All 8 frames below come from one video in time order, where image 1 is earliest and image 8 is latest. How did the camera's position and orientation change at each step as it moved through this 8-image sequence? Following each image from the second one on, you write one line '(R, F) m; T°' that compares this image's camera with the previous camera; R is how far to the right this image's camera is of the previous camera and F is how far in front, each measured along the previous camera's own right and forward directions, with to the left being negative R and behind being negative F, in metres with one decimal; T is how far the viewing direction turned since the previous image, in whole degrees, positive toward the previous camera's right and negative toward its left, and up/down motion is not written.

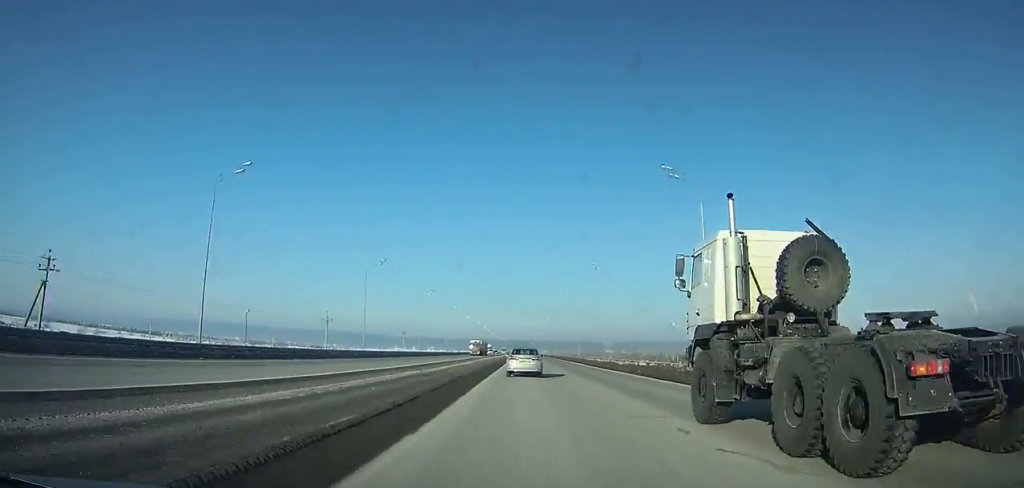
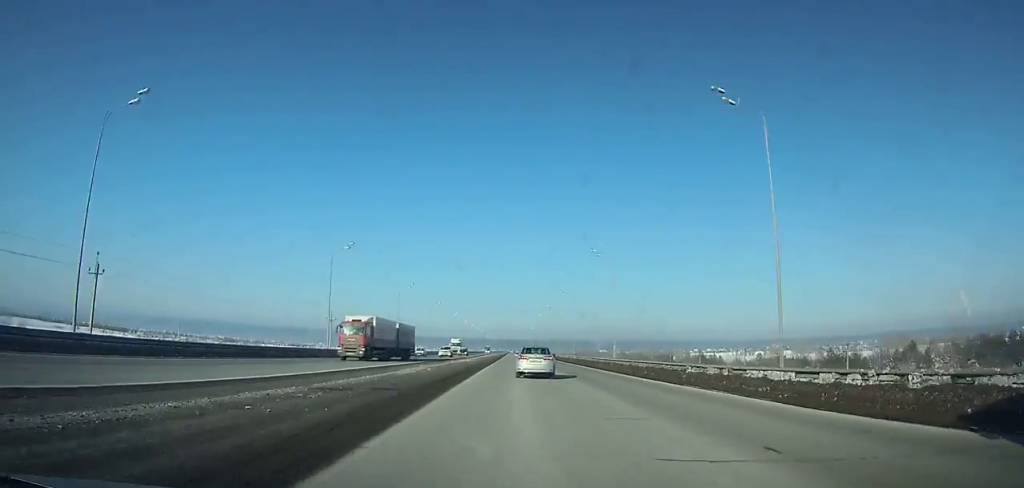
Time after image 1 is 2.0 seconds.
(+0.1, +49.7) m; 0°
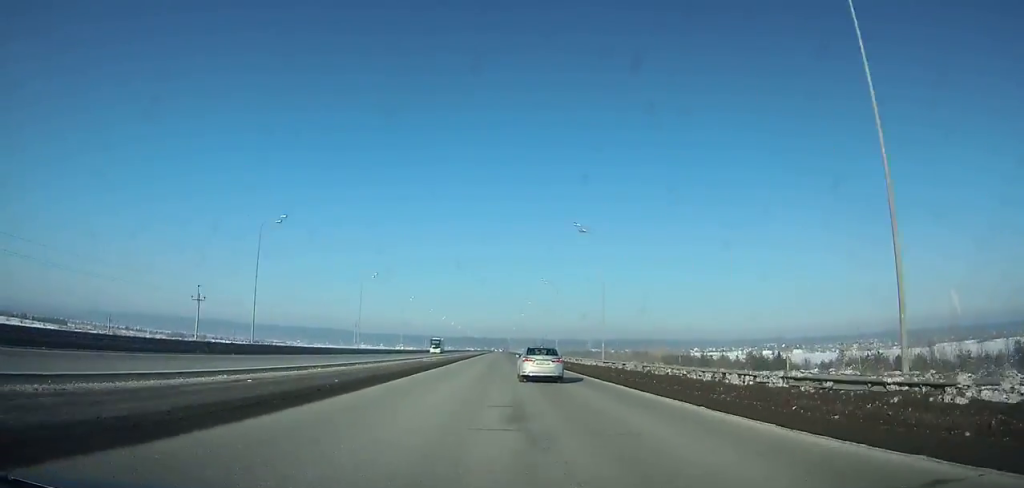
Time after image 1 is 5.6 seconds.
(+0.6, +88.1) m; 0°
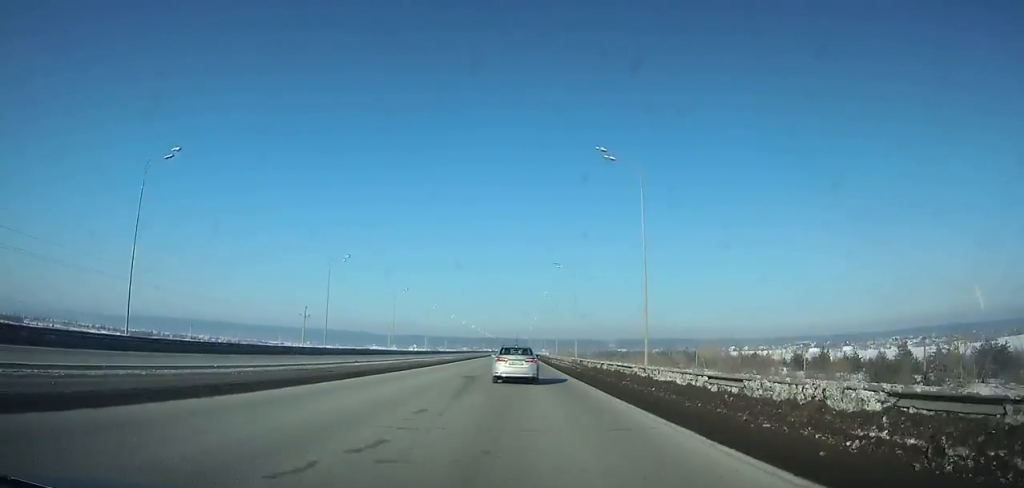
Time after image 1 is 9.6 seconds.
(-1.0, +95.7) m; -1°
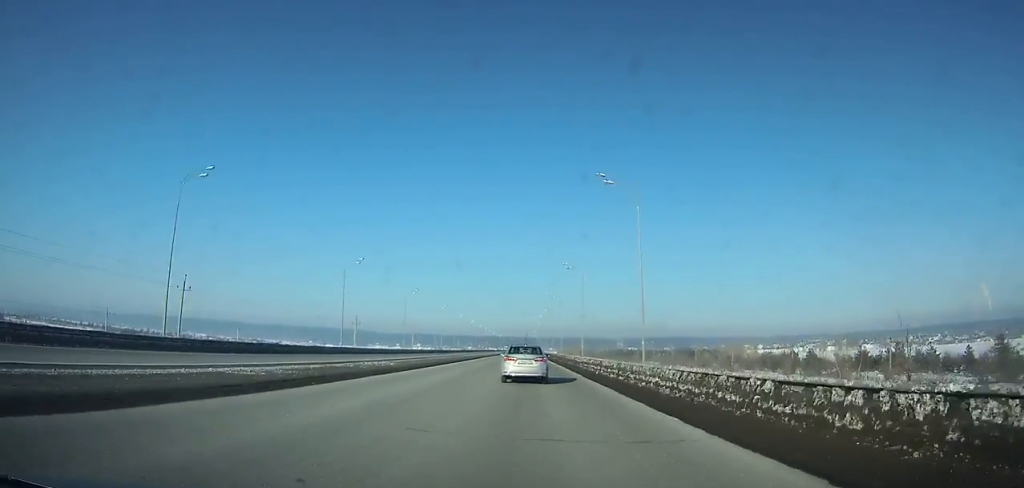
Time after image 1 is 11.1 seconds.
(-0.2, +35.3) m; 0°
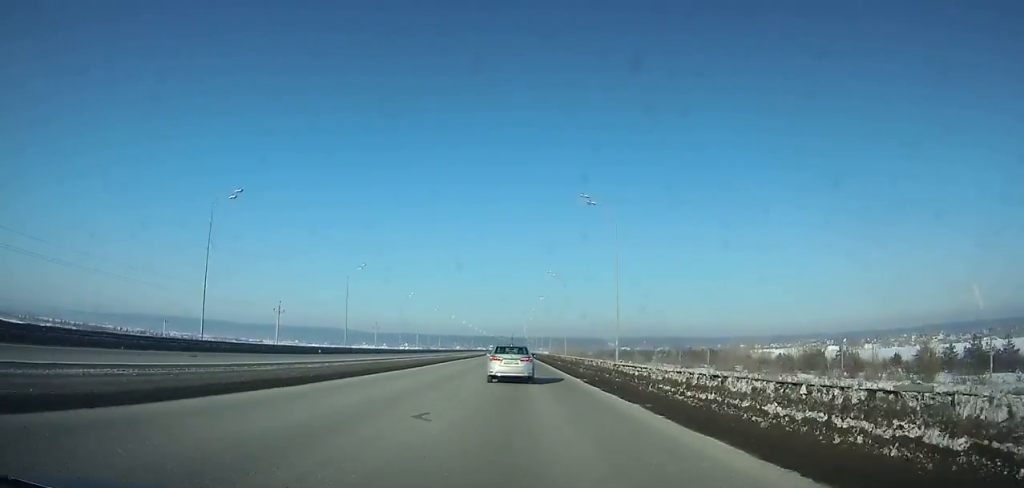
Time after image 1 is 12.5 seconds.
(+0.2, +32.5) m; 0°
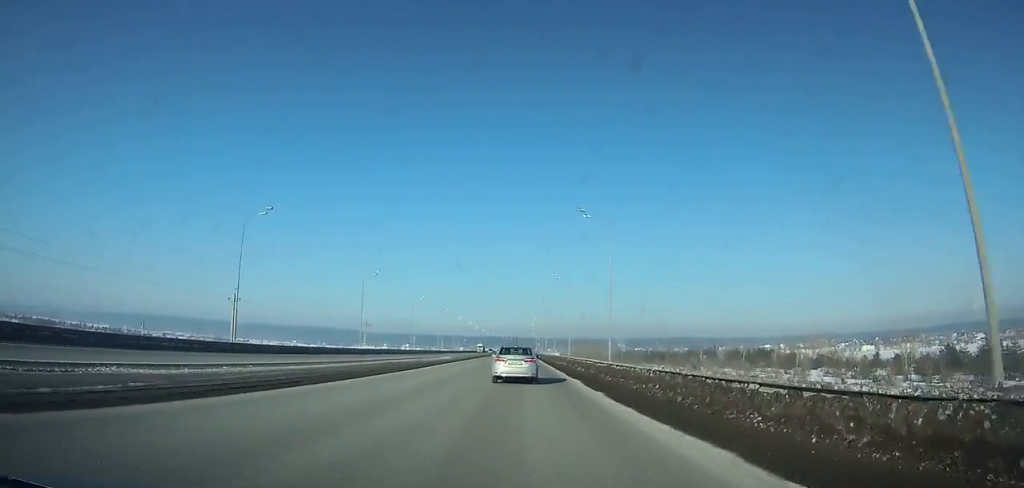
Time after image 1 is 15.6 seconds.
(-0.1, +71.4) m; 0°
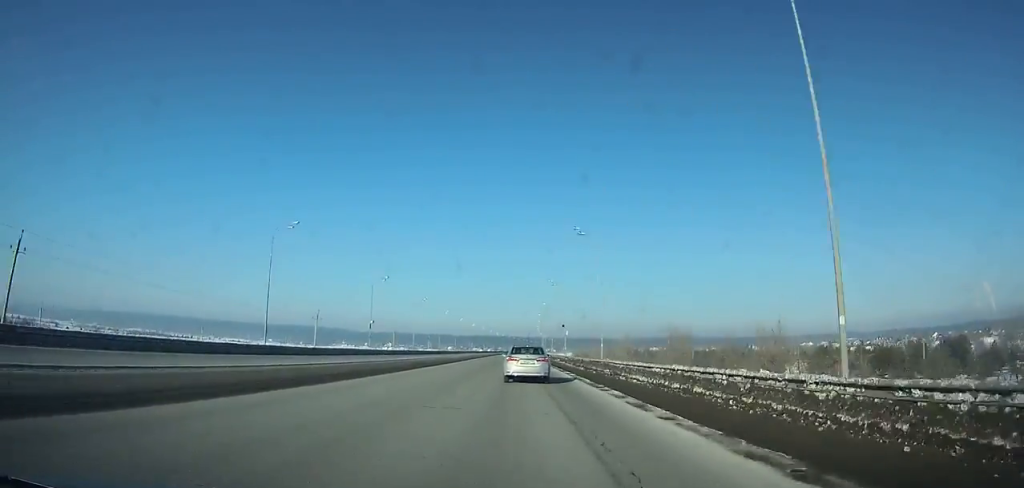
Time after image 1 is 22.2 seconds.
(-0.1, +148.3) m; 0°
